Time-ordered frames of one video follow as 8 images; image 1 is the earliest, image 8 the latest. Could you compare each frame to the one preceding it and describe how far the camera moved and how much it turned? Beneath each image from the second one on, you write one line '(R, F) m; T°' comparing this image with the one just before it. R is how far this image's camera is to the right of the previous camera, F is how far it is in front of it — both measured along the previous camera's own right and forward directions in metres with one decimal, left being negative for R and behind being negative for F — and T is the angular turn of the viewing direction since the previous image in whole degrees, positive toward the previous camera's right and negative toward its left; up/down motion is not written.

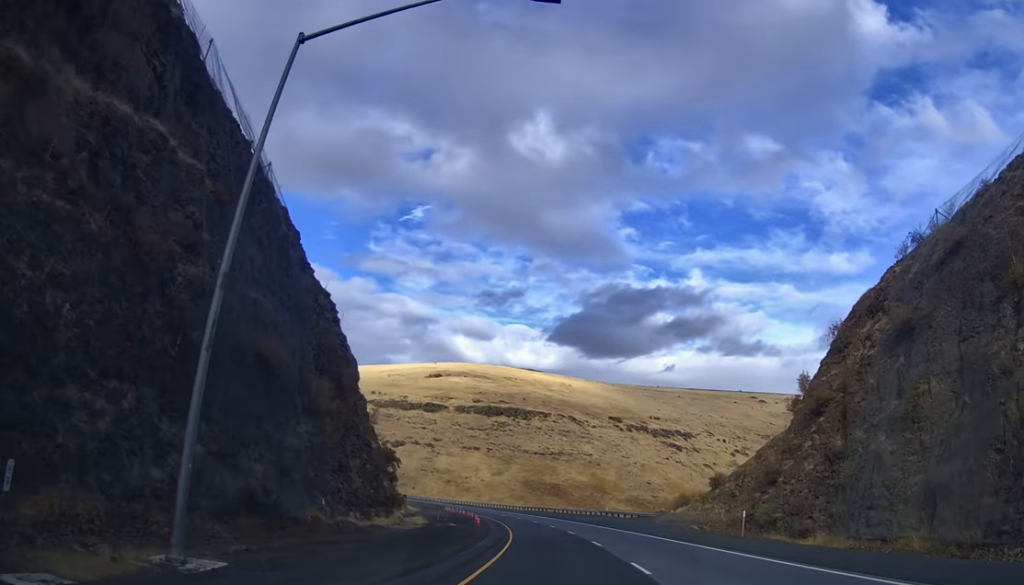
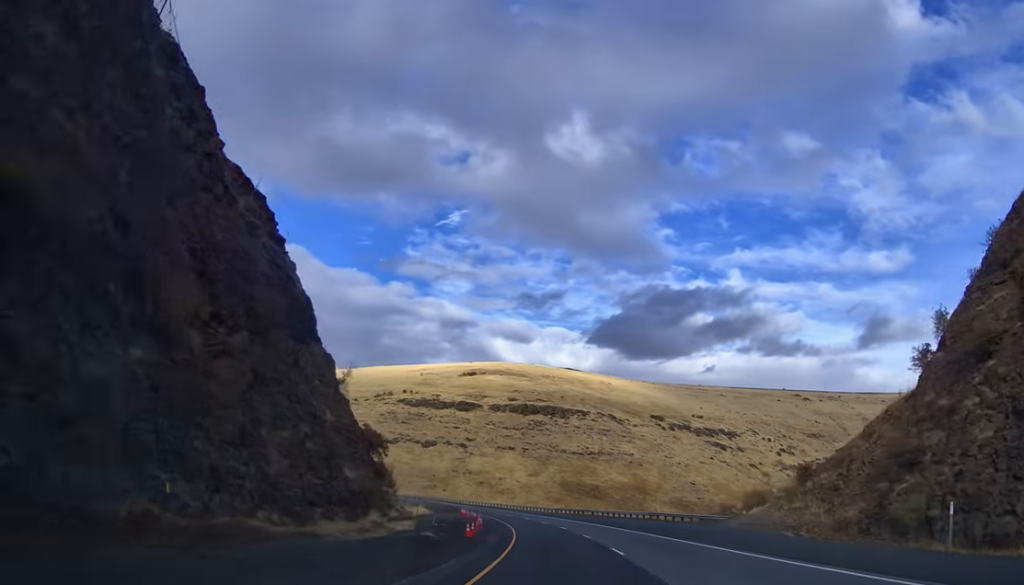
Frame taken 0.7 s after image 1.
(-0.5, +18.1) m; -3°
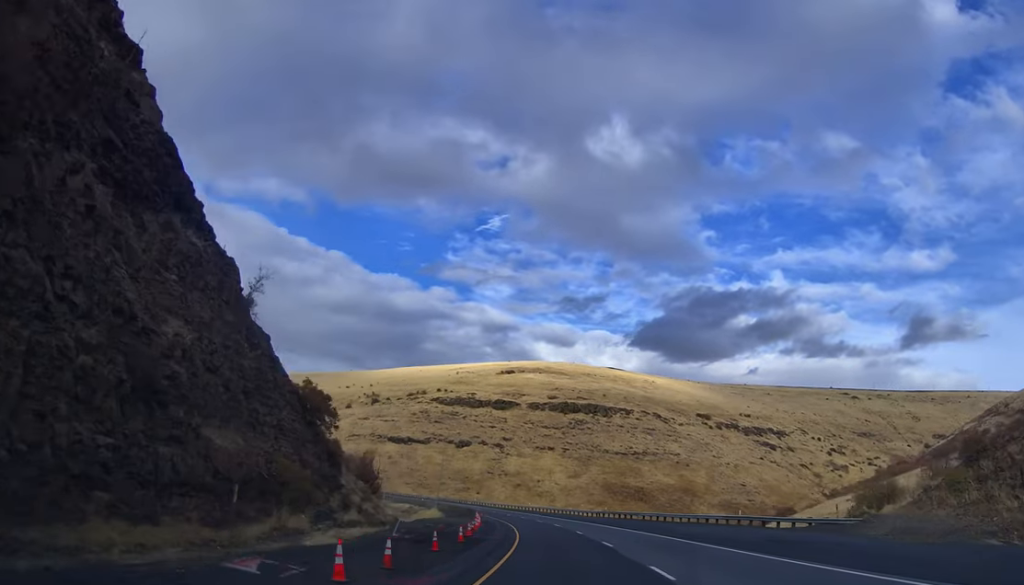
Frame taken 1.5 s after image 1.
(-0.3, +19.7) m; -4°
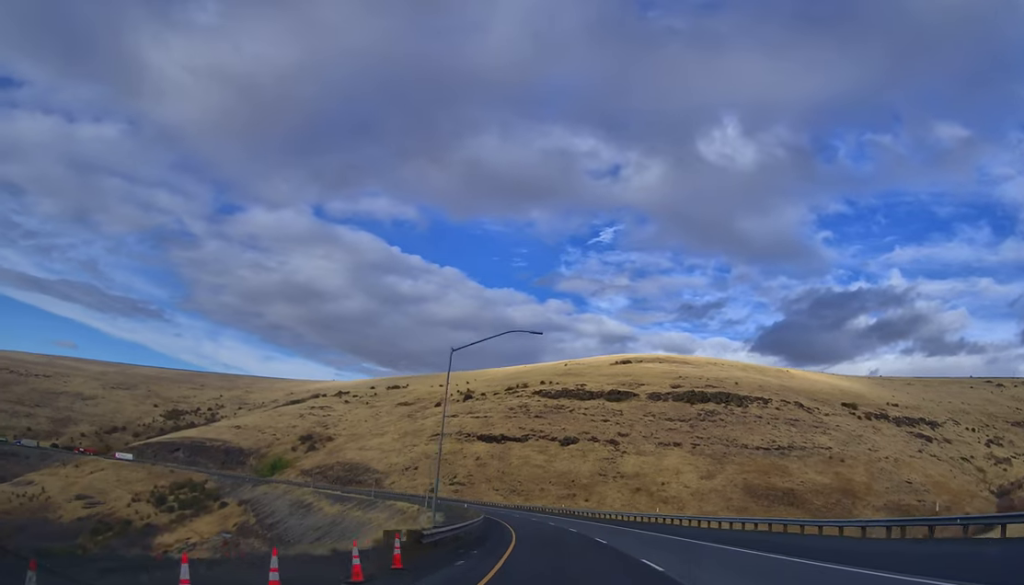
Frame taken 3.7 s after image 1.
(-6.6, +58.0) m; -11°
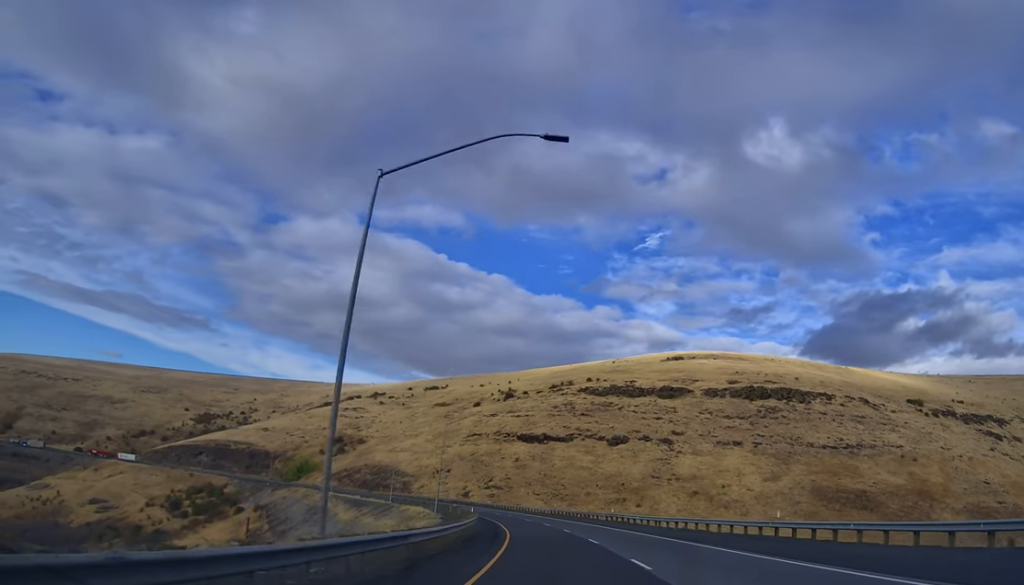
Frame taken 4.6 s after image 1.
(-0.5, +23.8) m; -4°
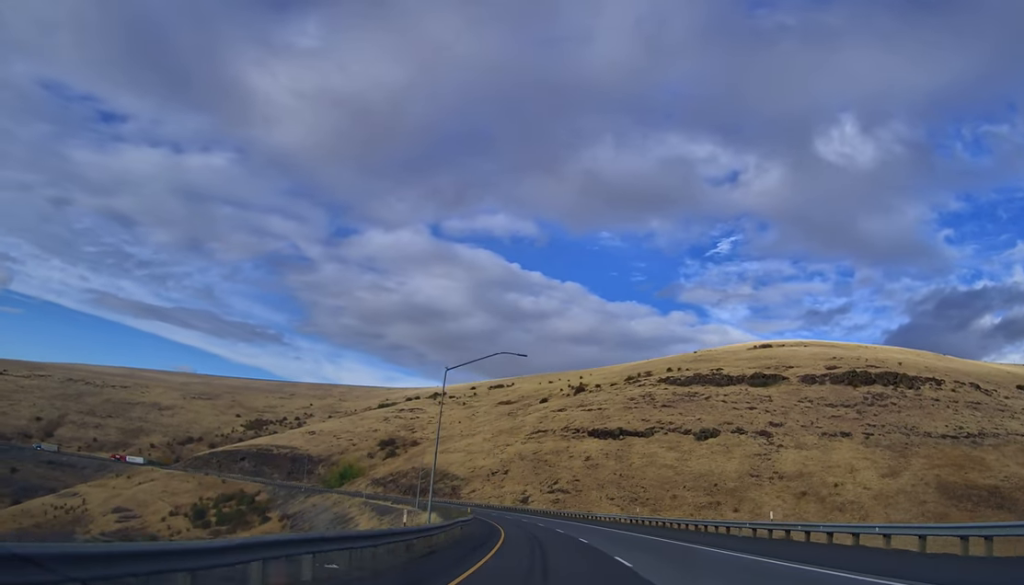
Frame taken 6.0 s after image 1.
(-2.9, +36.2) m; -8°
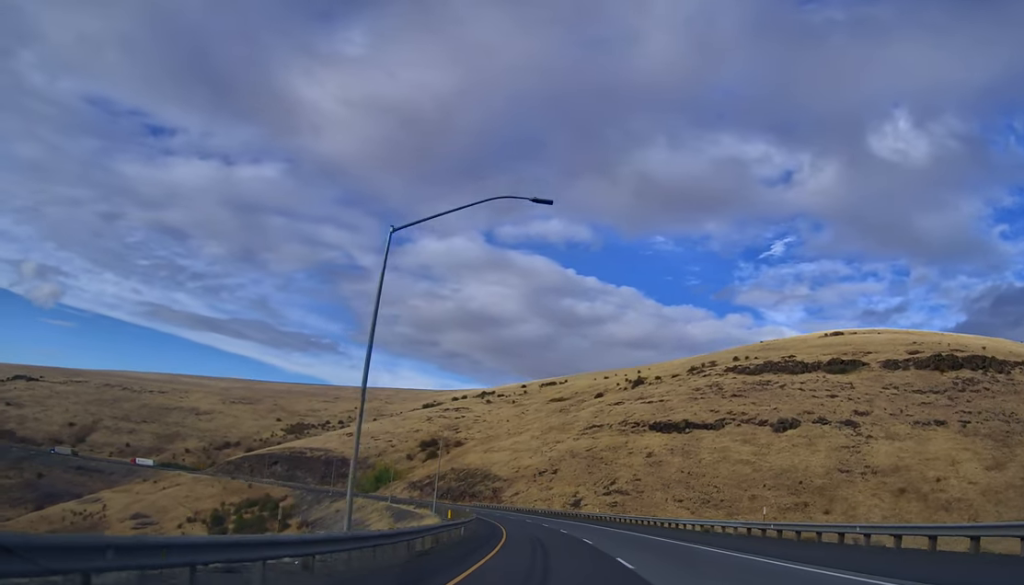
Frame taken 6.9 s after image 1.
(-1.2, +25.7) m; -5°
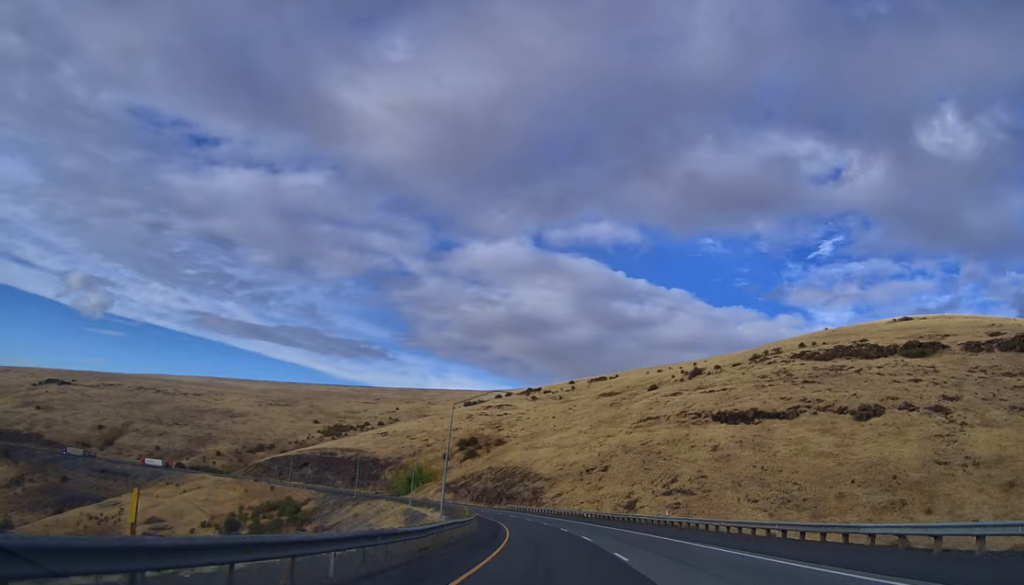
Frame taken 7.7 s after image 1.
(-0.8, +23.0) m; -4°
